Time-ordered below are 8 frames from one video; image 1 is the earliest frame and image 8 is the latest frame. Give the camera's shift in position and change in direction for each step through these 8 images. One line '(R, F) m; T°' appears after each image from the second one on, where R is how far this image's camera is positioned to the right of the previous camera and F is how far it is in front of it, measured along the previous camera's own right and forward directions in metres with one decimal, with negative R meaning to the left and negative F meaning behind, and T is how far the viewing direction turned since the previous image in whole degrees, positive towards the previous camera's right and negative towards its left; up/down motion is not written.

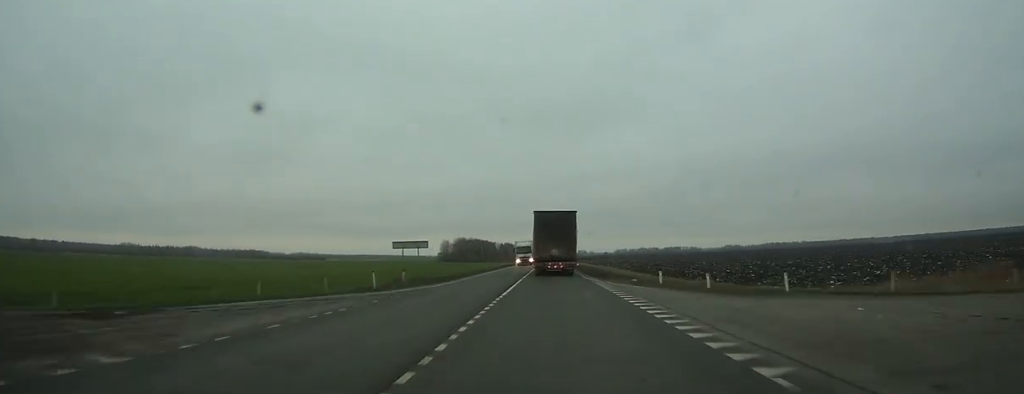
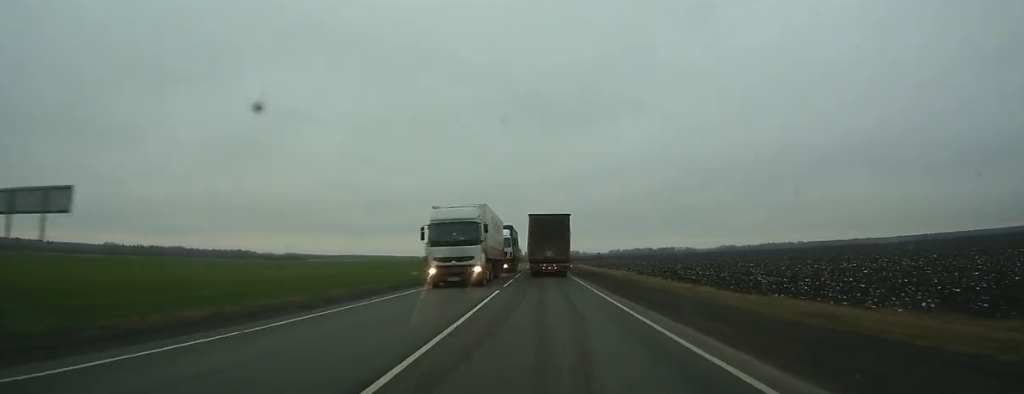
(-0.1, +32.8) m; 0°
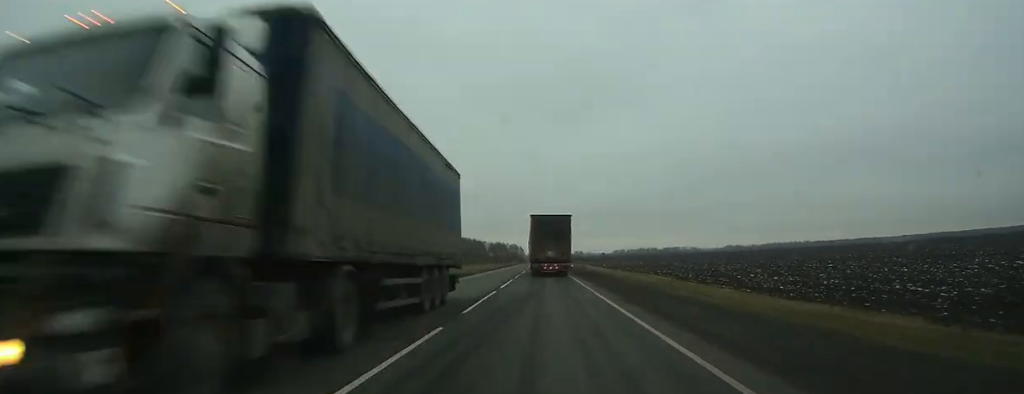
(0.0, +24.5) m; 0°
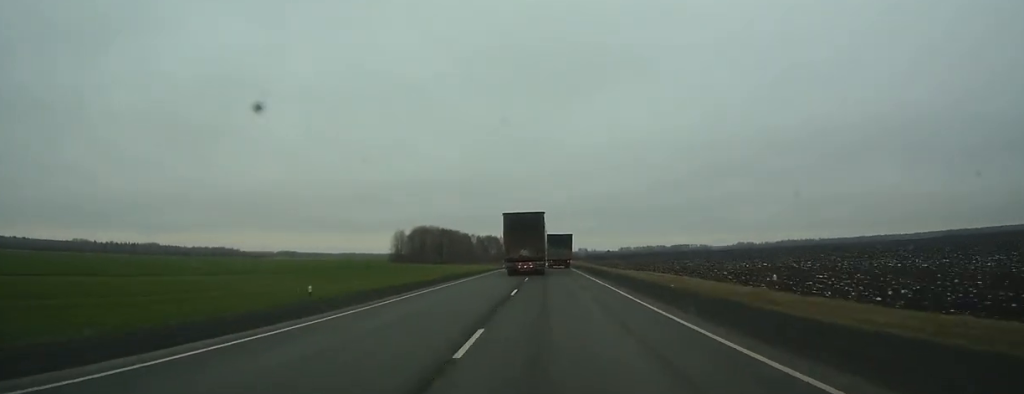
(-0.4, +100.5) m; -1°
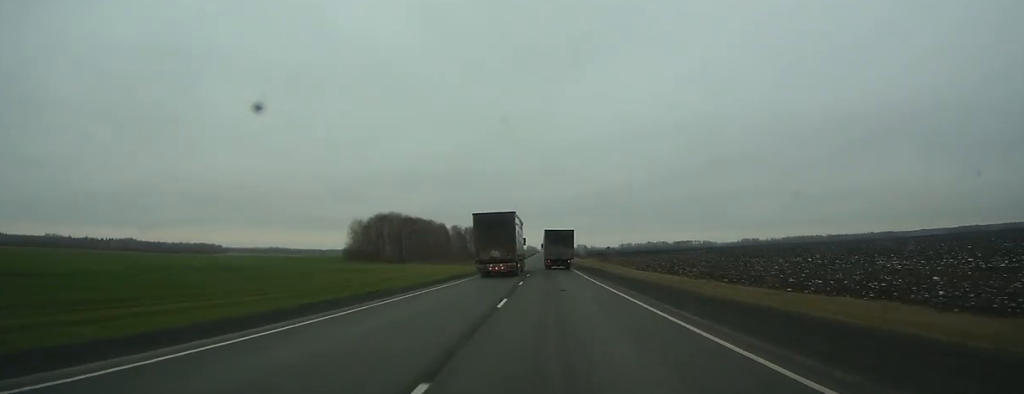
(-0.1, +76.0) m; 0°
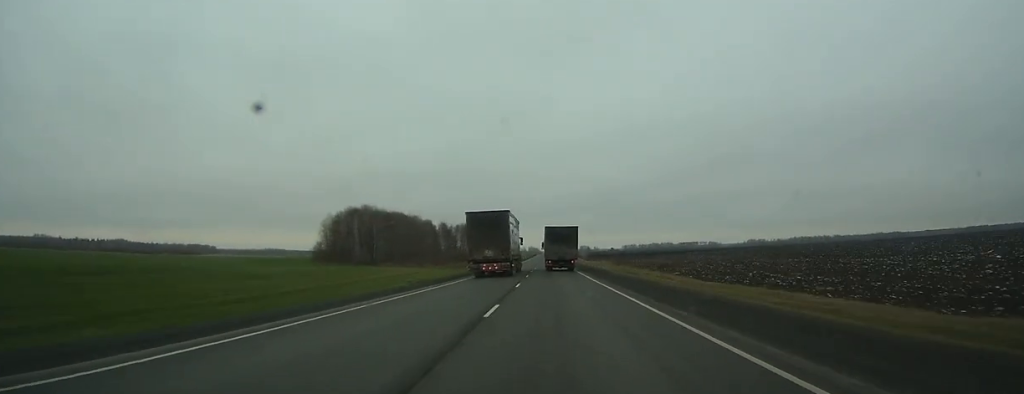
(+0.1, +38.4) m; 0°
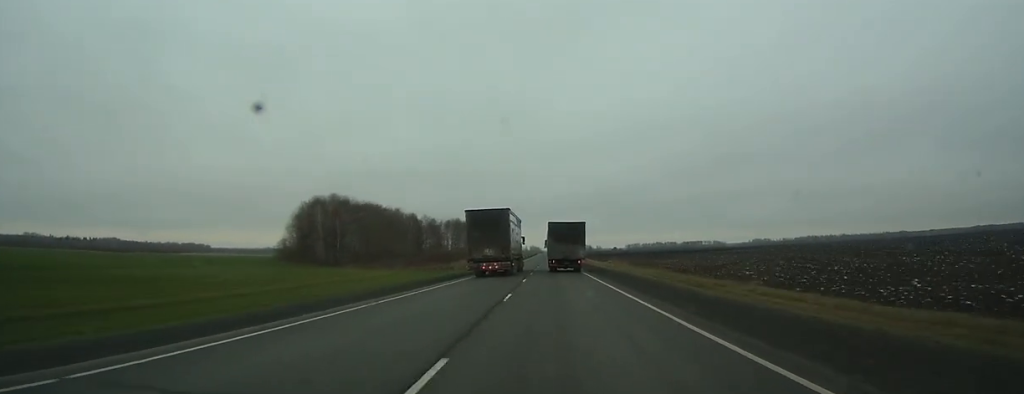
(-0.1, +32.0) m; 0°
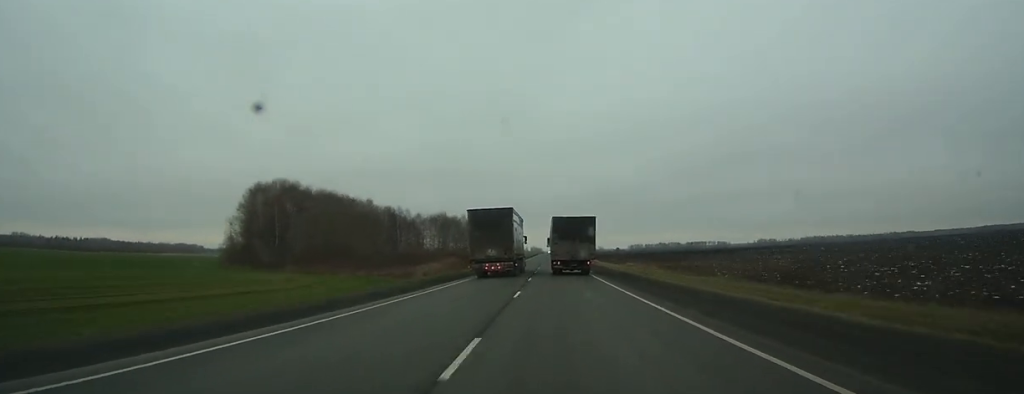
(-0.1, +34.0) m; 0°
